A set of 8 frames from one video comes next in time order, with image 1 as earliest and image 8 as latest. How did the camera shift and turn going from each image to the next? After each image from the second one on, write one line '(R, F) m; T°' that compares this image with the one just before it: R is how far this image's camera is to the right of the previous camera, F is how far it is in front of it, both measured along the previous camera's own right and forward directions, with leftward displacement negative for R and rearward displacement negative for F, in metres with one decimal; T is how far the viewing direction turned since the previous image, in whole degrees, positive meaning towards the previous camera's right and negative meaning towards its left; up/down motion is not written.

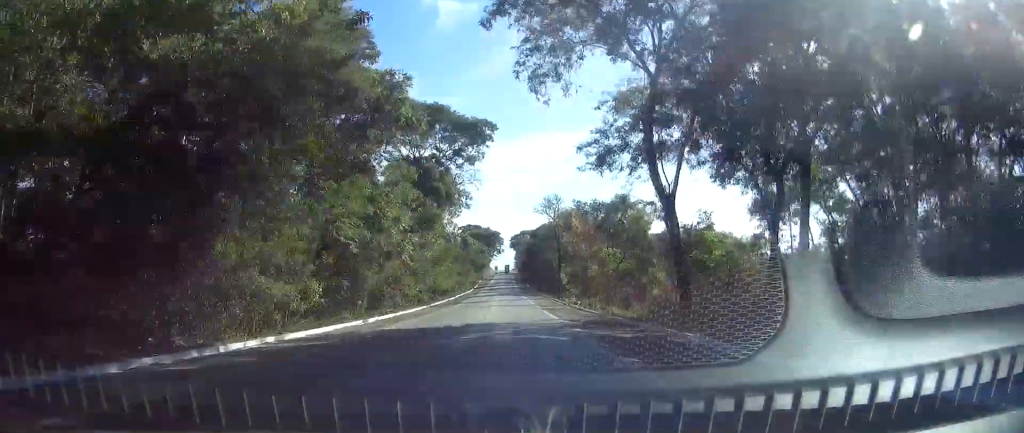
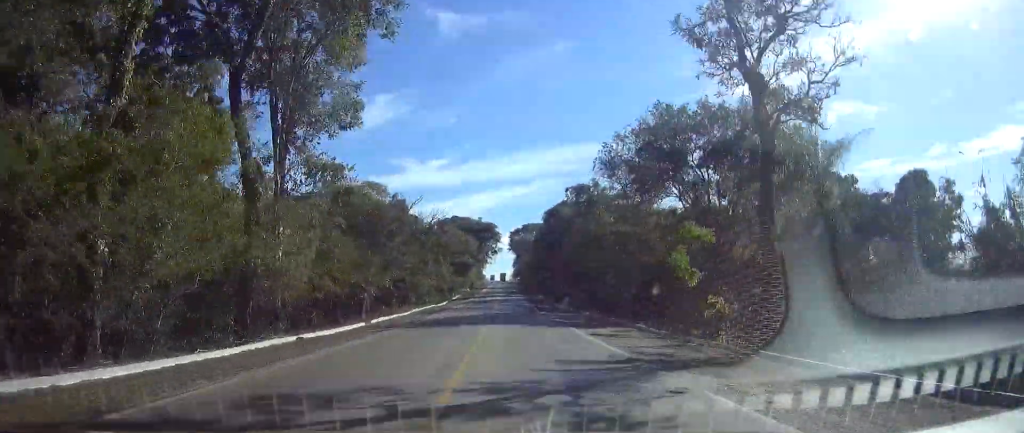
(-1.3, +64.7) m; -1°
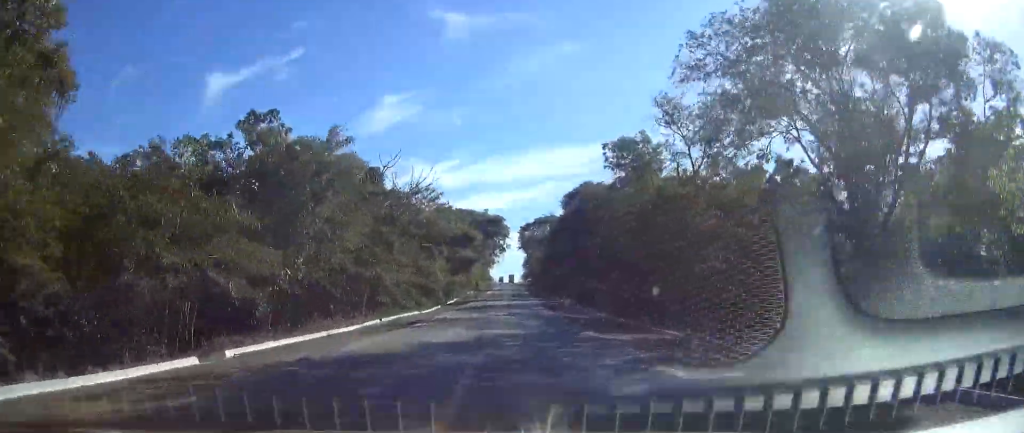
(+0.1, +22.5) m; 0°
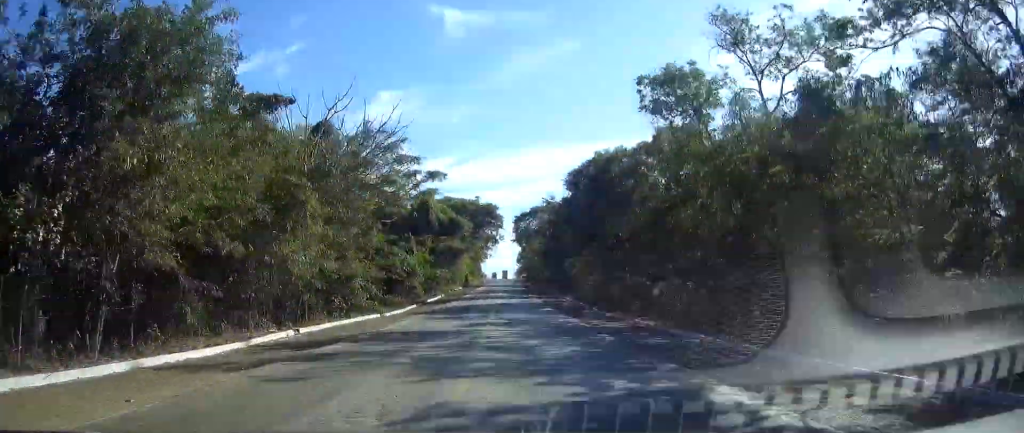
(0.0, +14.5) m; 0°
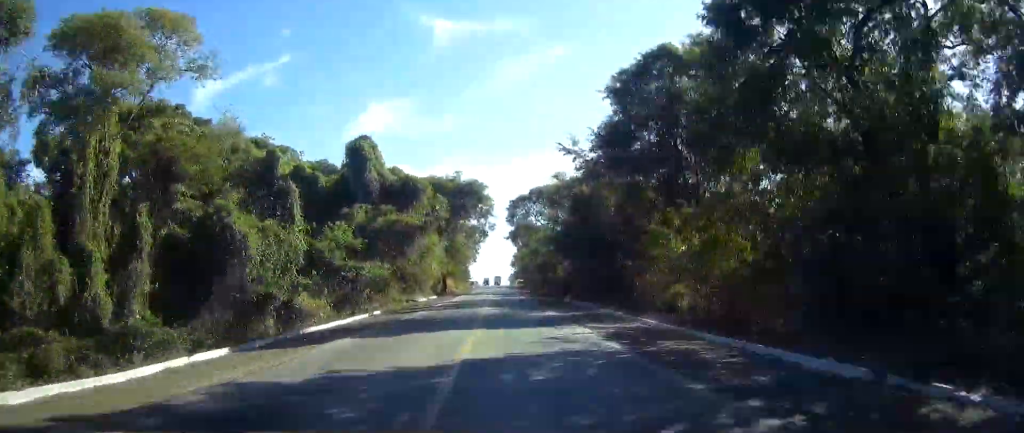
(0.0, +39.0) m; 0°
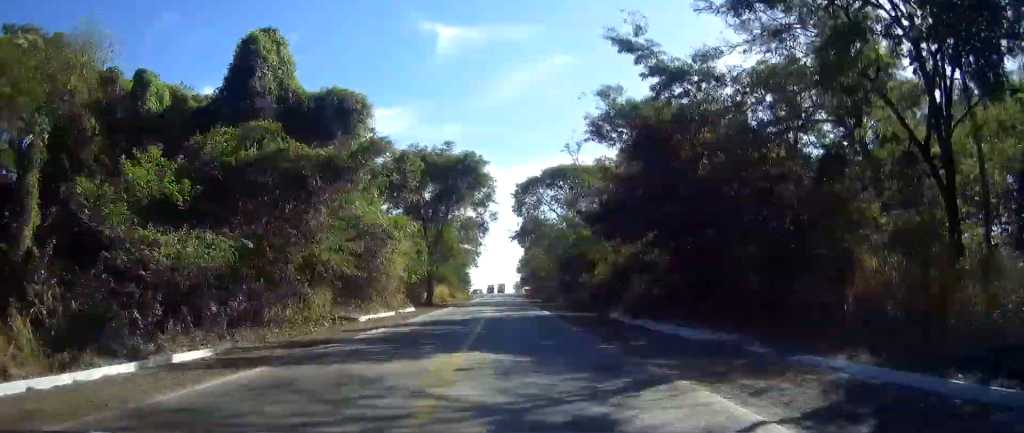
(0.0, +26.6) m; 0°
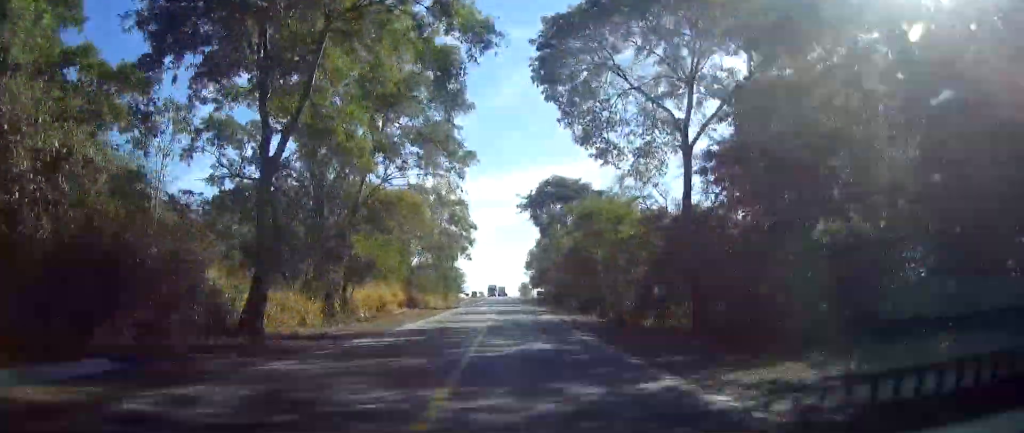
(0.0, +58.8) m; 0°
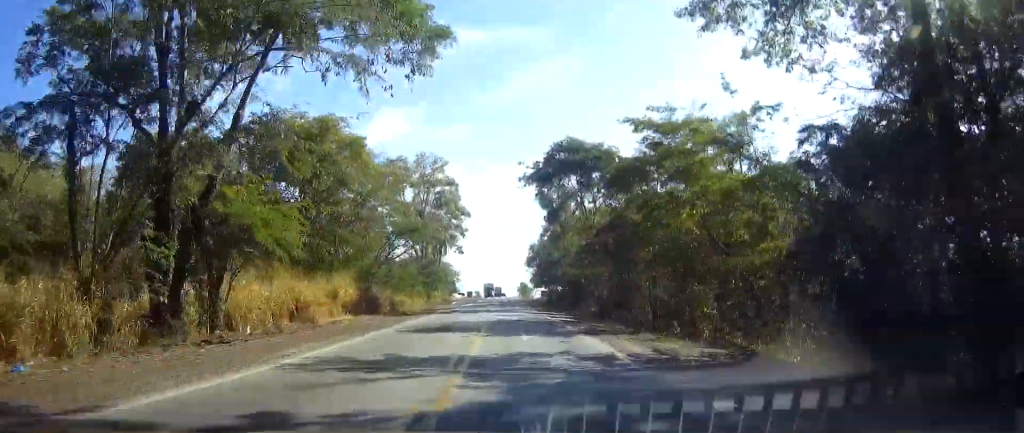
(0.0, +21.5) m; 0°
